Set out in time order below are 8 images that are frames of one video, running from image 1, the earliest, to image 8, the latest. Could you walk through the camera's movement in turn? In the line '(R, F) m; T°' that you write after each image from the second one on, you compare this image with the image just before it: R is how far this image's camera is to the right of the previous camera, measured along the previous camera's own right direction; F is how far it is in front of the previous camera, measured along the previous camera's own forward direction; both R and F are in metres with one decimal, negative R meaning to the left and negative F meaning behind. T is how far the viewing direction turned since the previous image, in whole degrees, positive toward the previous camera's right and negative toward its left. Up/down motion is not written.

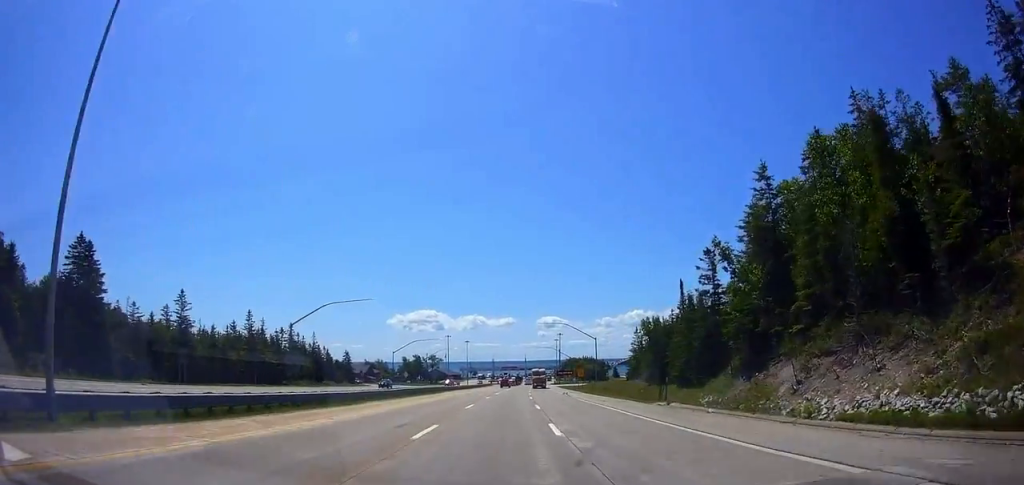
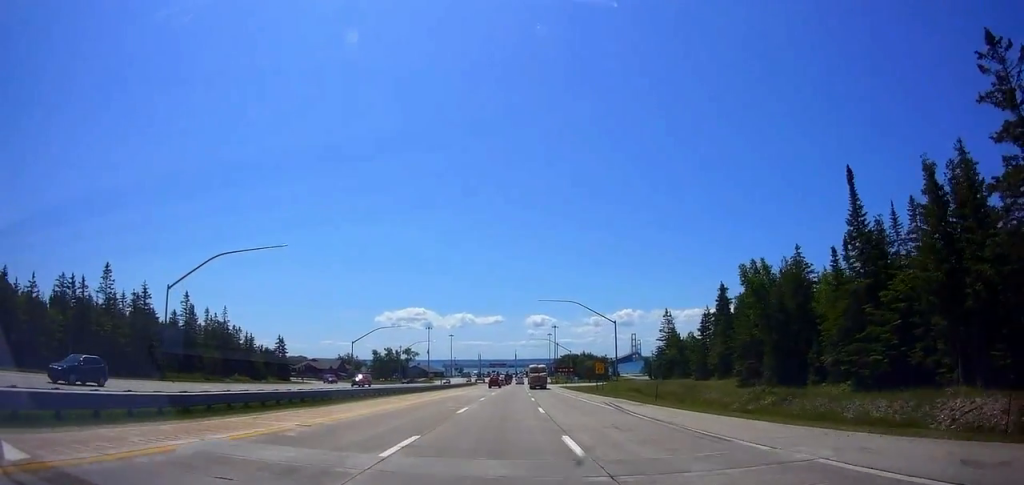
(+1.1, +37.3) m; +2°
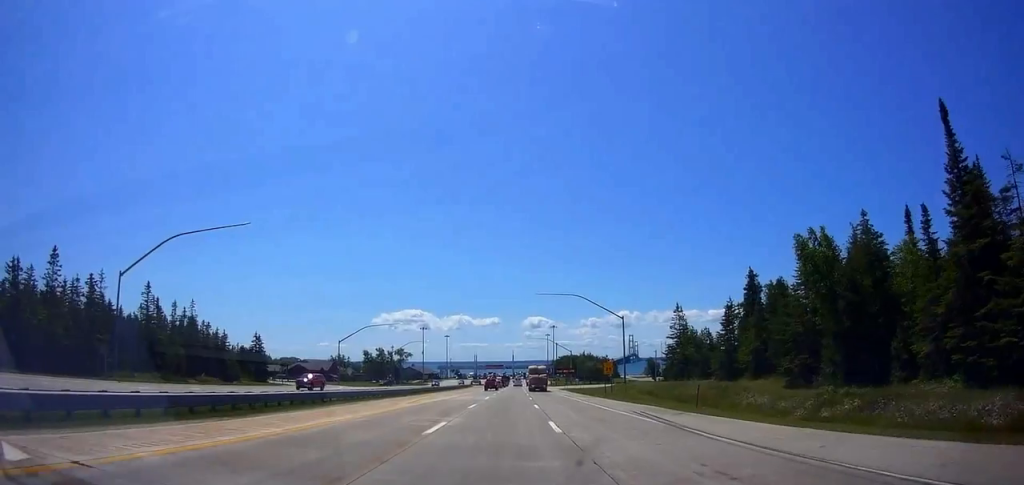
(-0.1, +9.4) m; 0°
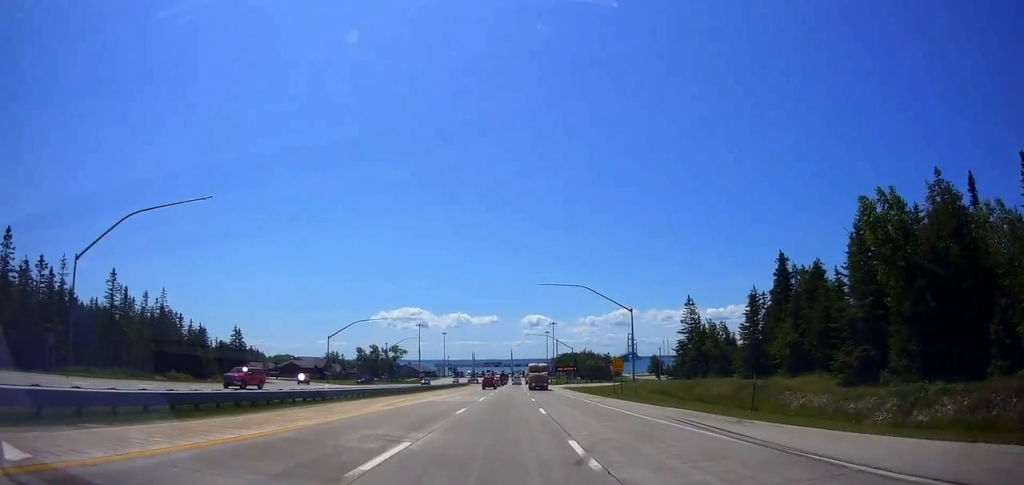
(0.0, +7.5) m; 0°
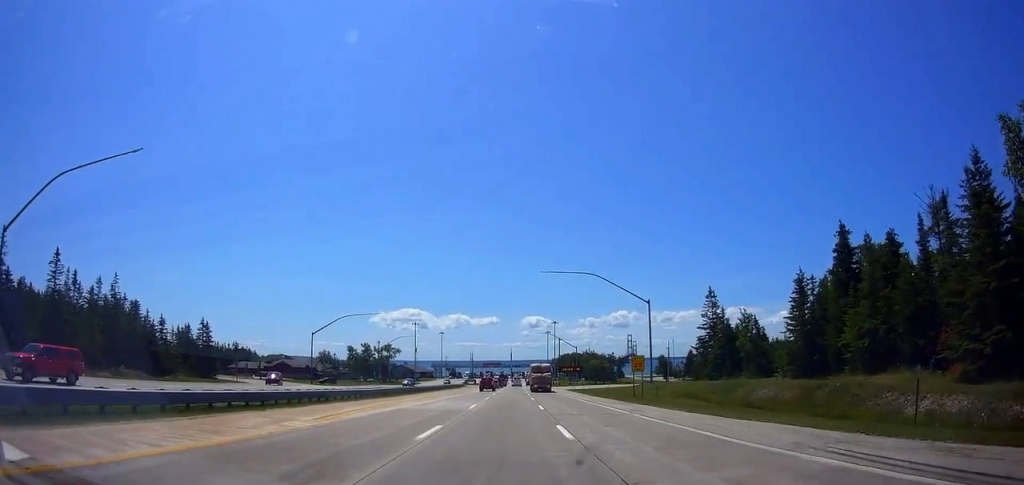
(+0.1, +10.9) m; 0°
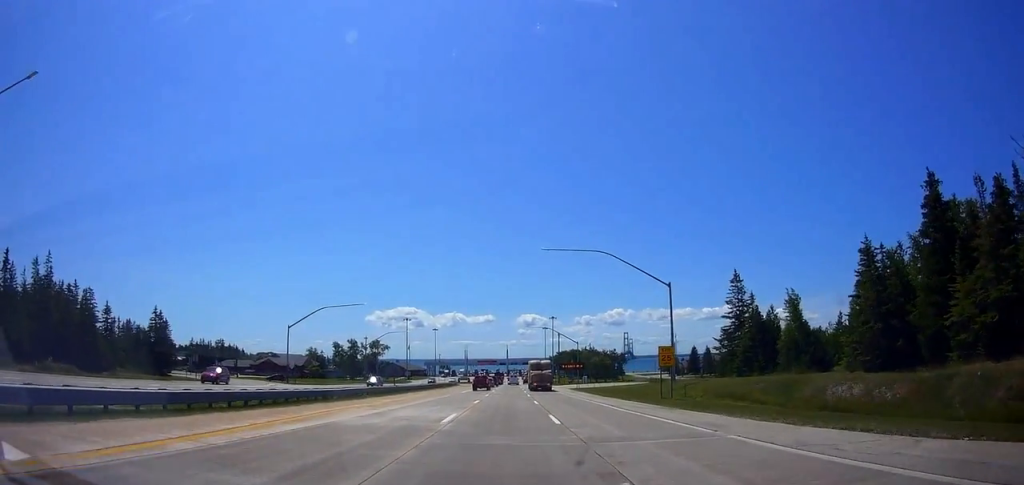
(-0.1, +11.7) m; +1°
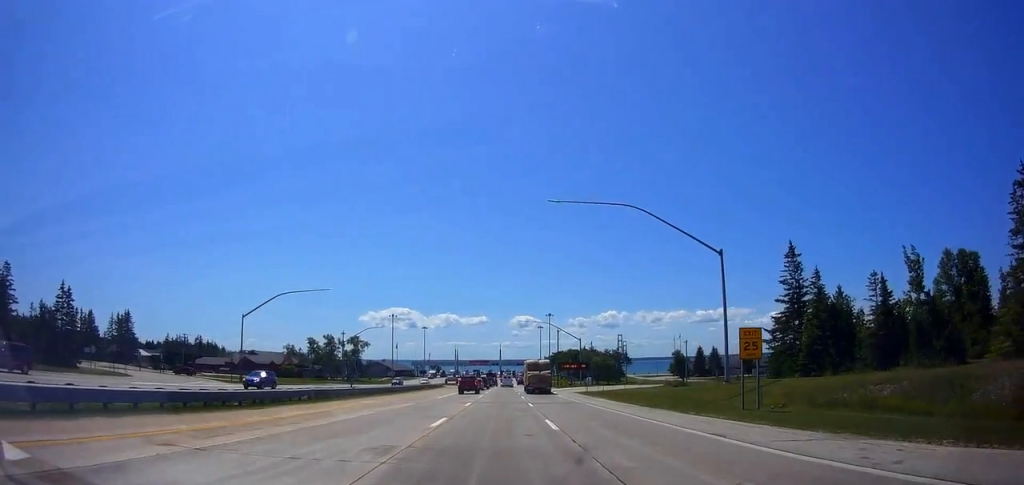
(+0.5, +17.3) m; +2°
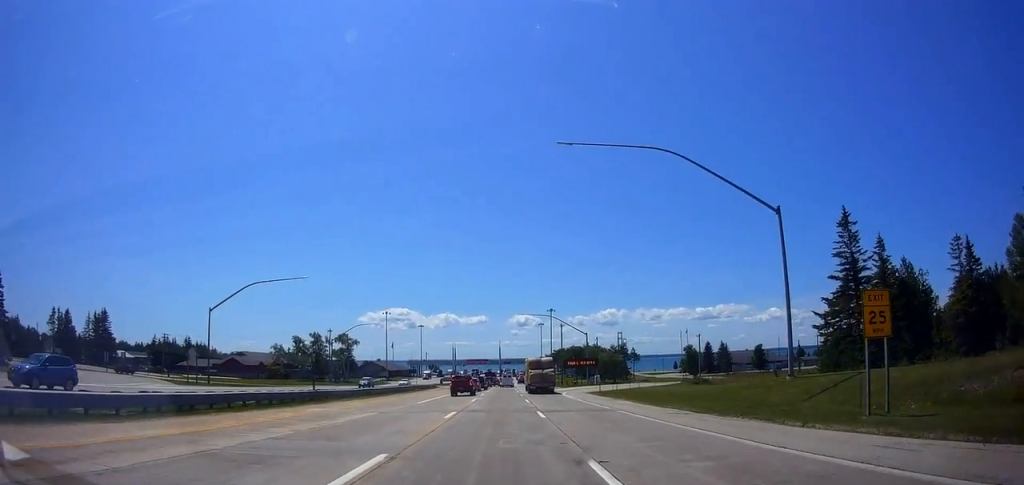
(-0.1, +11.1) m; 0°
